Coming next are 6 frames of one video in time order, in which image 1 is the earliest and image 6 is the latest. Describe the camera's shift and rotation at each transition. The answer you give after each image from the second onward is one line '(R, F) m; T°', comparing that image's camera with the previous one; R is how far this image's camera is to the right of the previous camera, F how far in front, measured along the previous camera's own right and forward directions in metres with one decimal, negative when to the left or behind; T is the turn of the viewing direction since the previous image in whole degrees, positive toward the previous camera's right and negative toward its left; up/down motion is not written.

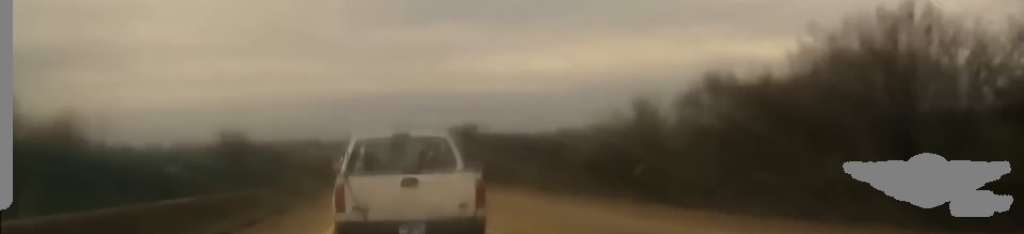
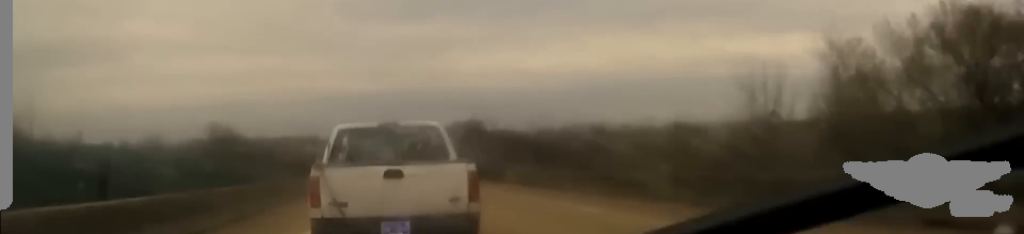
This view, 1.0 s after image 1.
(-0.1, +42.6) m; 0°
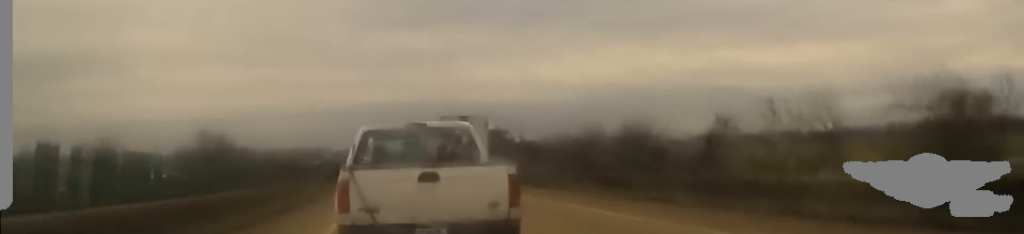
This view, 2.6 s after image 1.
(-0.4, +69.4) m; -1°
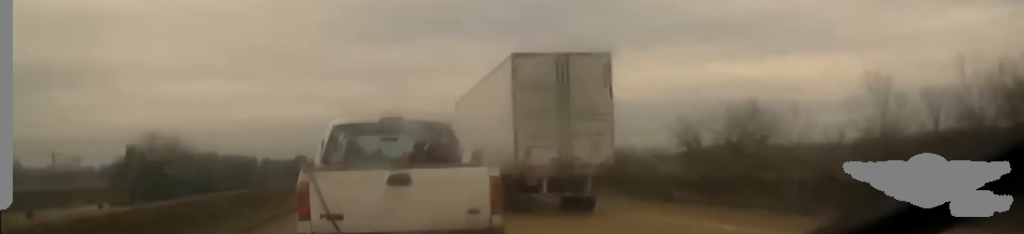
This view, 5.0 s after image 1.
(+0.7, +102.0) m; +1°
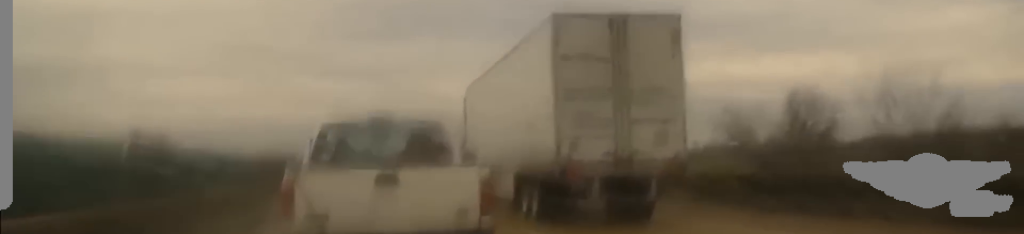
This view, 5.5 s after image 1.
(-0.3, +21.4) m; 0°
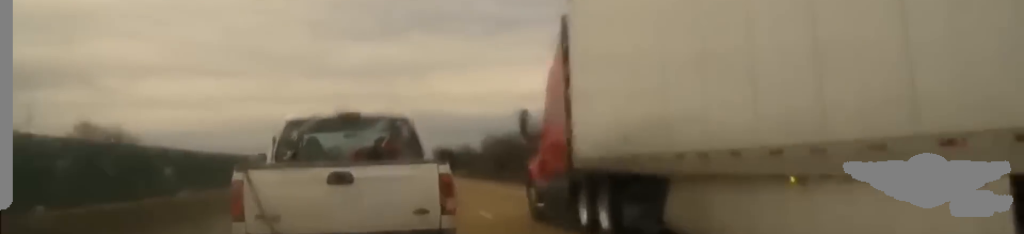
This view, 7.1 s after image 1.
(+0.3, +66.0) m; 0°
